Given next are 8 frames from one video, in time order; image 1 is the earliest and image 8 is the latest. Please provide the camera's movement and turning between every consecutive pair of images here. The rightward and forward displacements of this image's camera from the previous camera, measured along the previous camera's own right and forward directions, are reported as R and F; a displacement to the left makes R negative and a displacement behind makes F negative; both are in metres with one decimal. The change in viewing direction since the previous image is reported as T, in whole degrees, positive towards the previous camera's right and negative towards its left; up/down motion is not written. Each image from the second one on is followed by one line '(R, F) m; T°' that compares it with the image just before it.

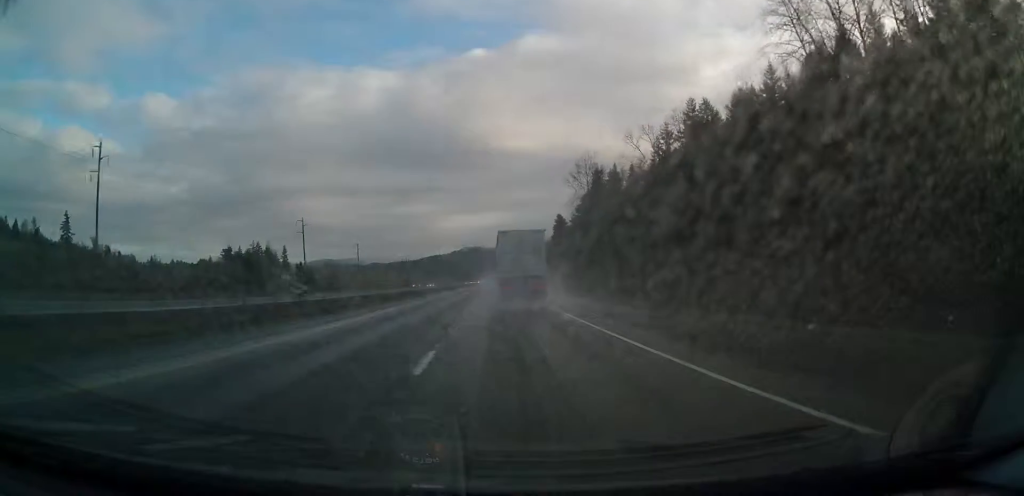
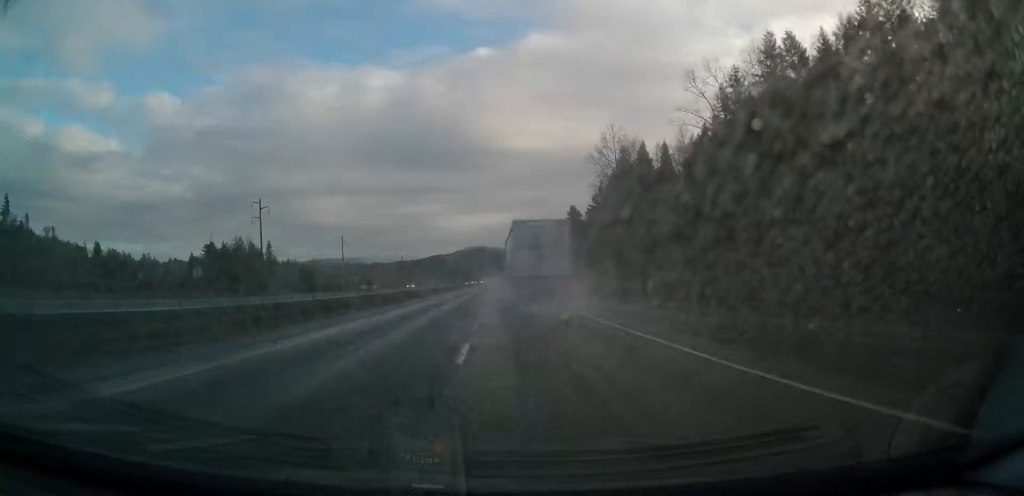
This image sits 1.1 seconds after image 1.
(0.0, +35.0) m; 0°
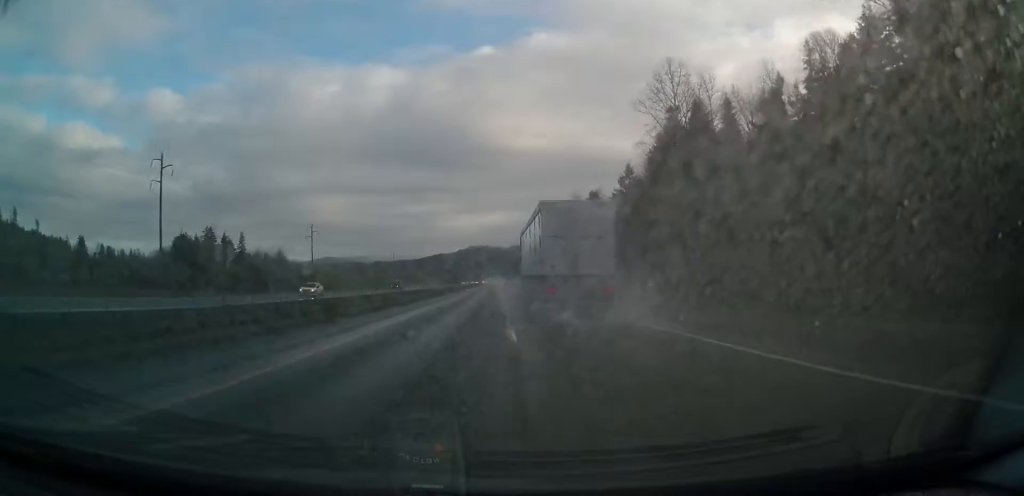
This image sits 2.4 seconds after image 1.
(-0.5, +44.7) m; -1°
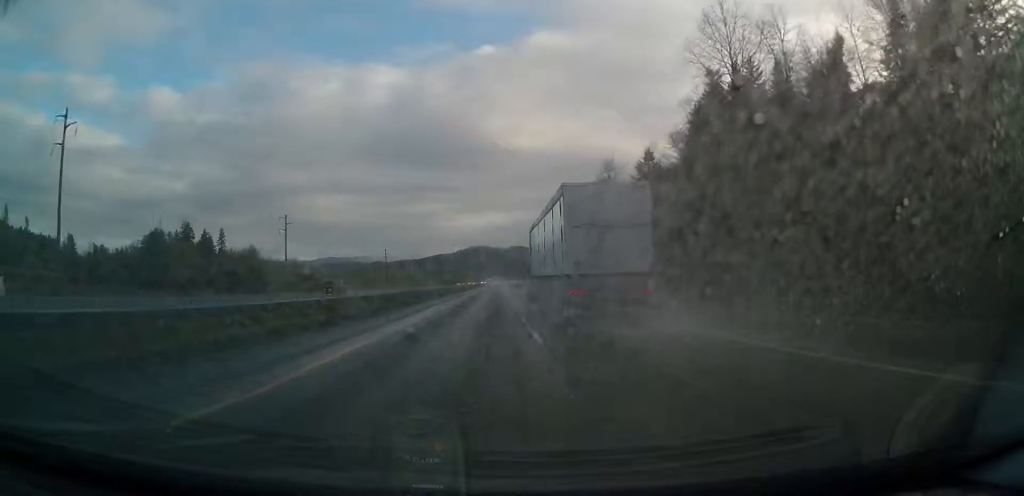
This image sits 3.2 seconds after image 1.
(-0.1, +25.2) m; 0°
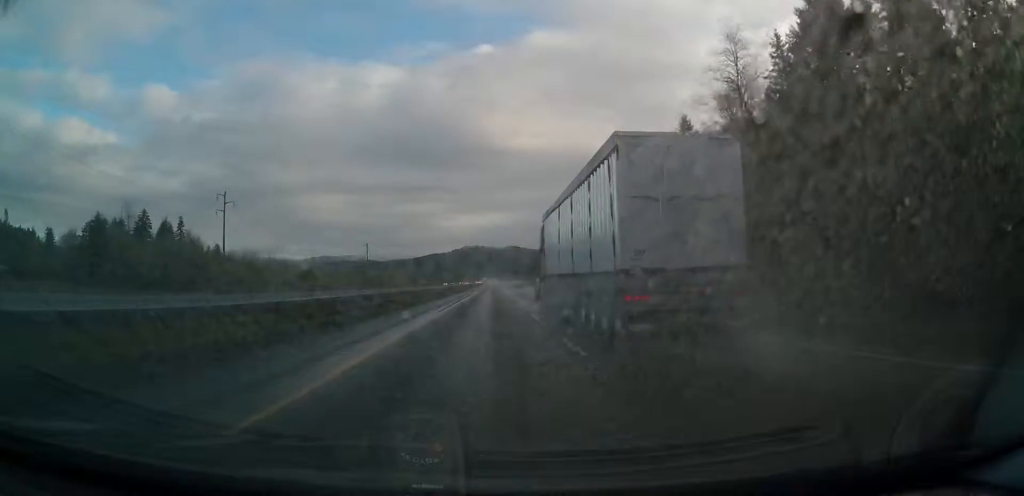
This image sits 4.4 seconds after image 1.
(0.0, +38.1) m; +1°
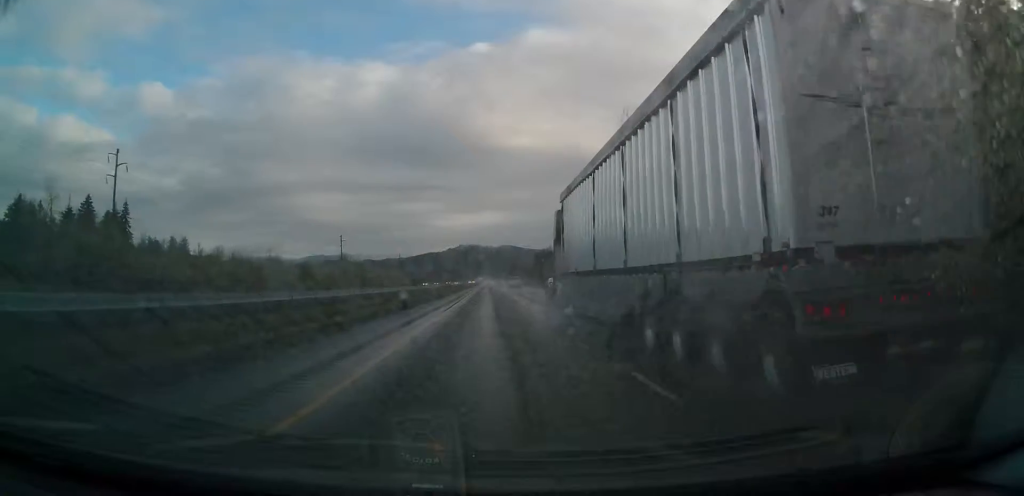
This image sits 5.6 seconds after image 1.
(+0.2, +40.4) m; 0°
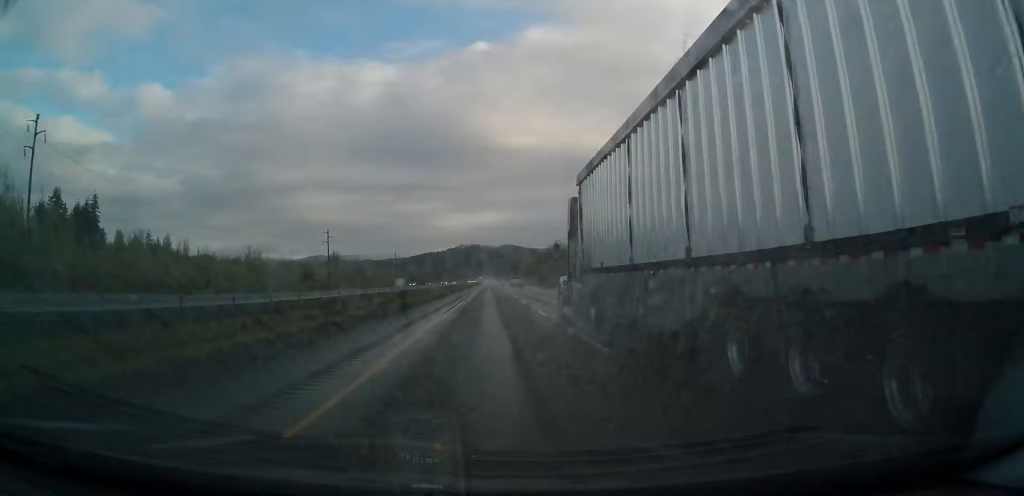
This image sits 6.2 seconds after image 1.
(-0.1, +20.8) m; 0°
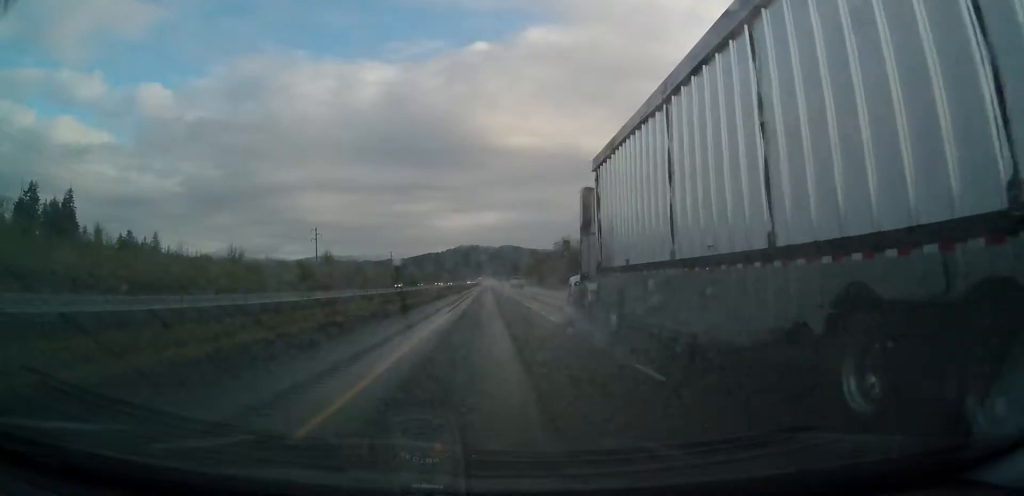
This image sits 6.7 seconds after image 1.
(+0.1, +14.2) m; 0°
